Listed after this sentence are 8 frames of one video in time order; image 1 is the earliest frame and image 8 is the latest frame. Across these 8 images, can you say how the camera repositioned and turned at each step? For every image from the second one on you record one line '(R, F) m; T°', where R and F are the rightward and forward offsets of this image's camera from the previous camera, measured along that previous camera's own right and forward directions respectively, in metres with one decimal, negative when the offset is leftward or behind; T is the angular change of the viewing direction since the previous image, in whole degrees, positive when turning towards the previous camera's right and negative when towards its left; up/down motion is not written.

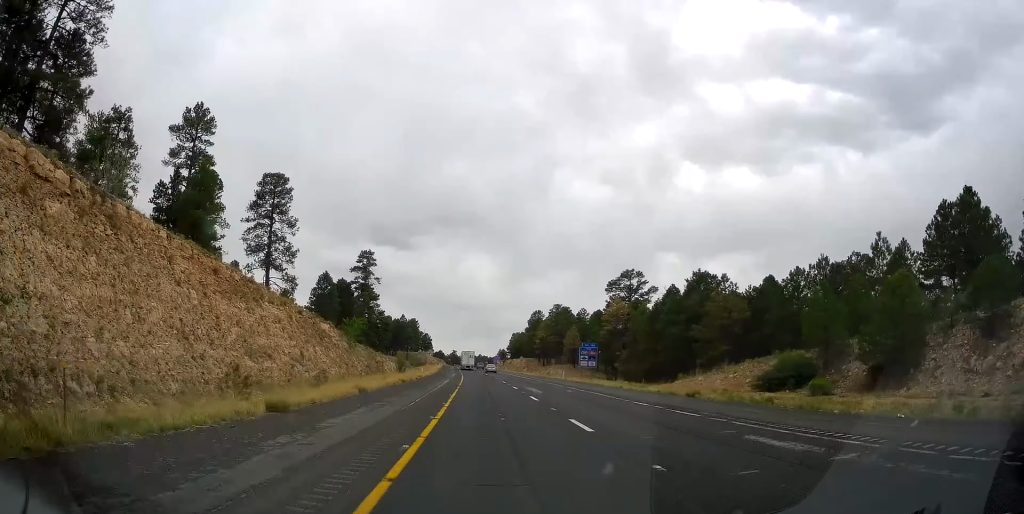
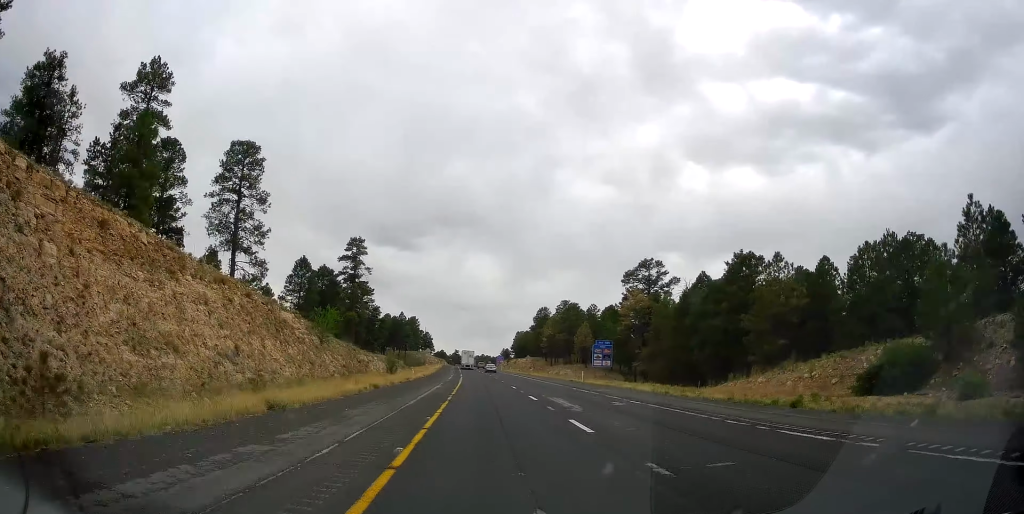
(-0.3, +12.5) m; 0°
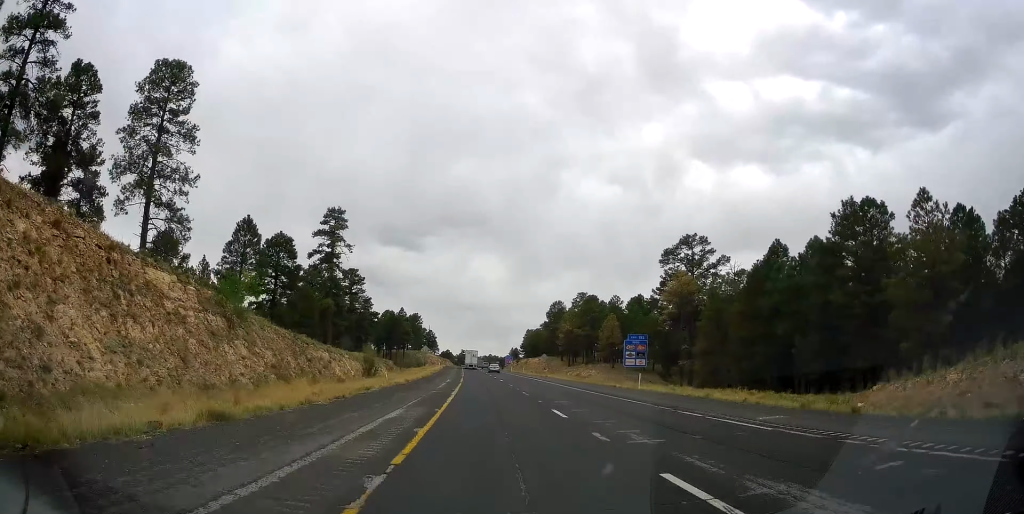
(+0.3, +20.8) m; 0°
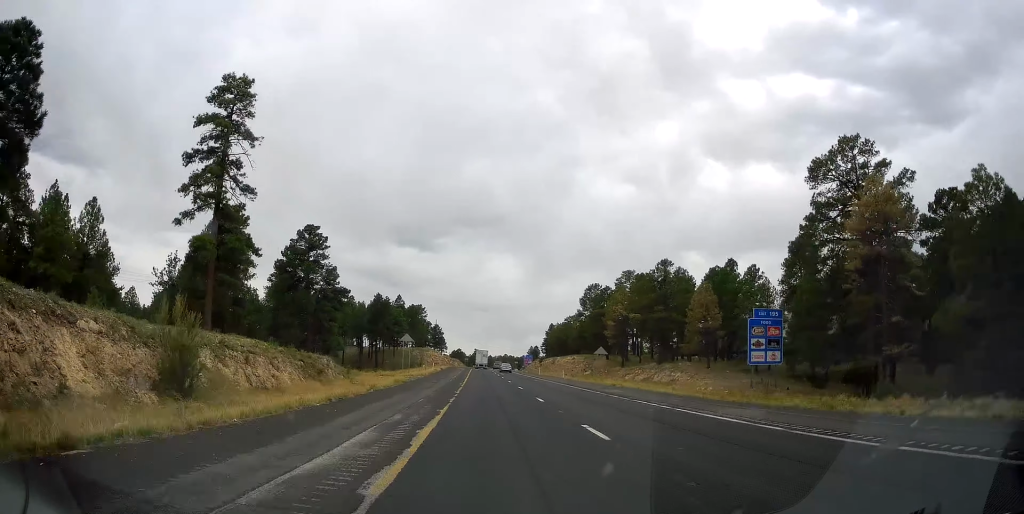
(-0.8, +42.5) m; -2°
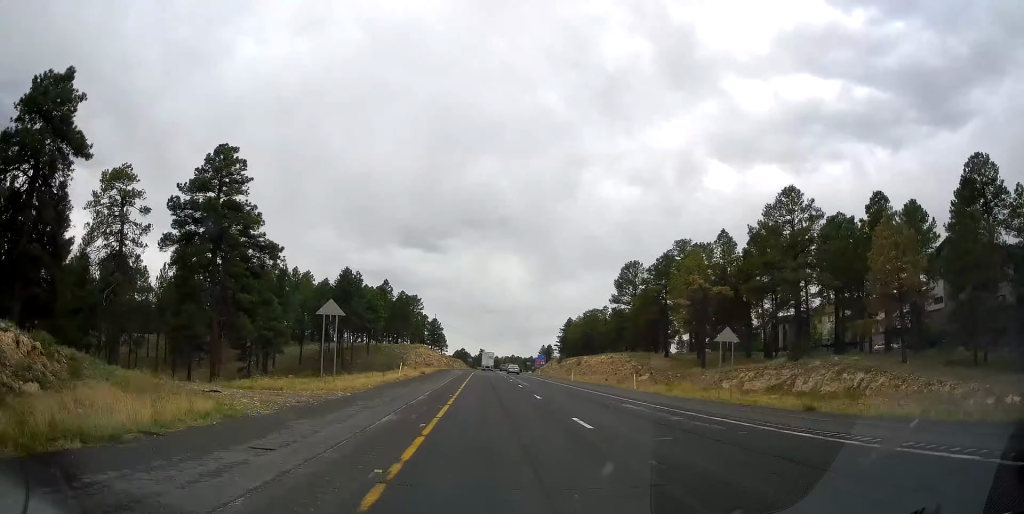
(0.0, +35.1) m; 0°
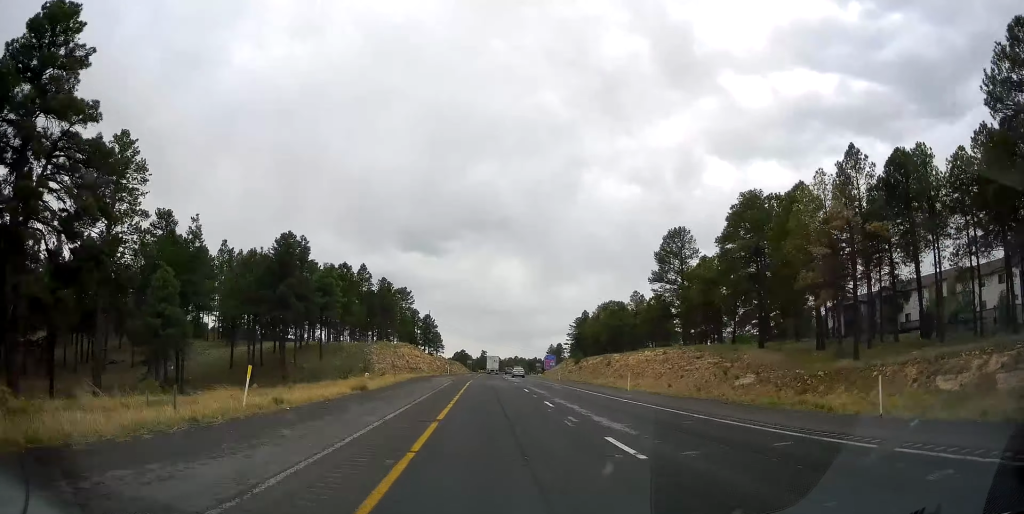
(0.0, +28.8) m; -1°
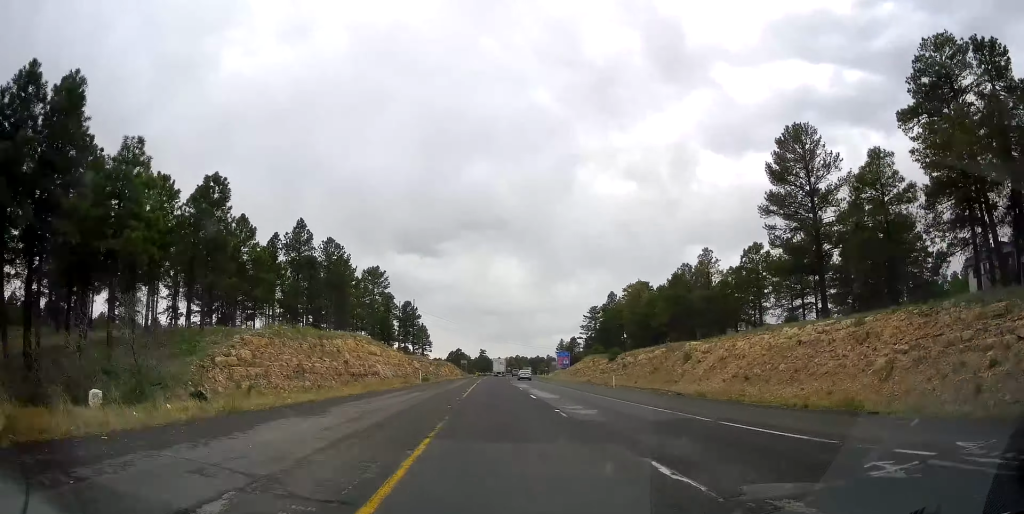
(-0.7, +39.9) m; 0°
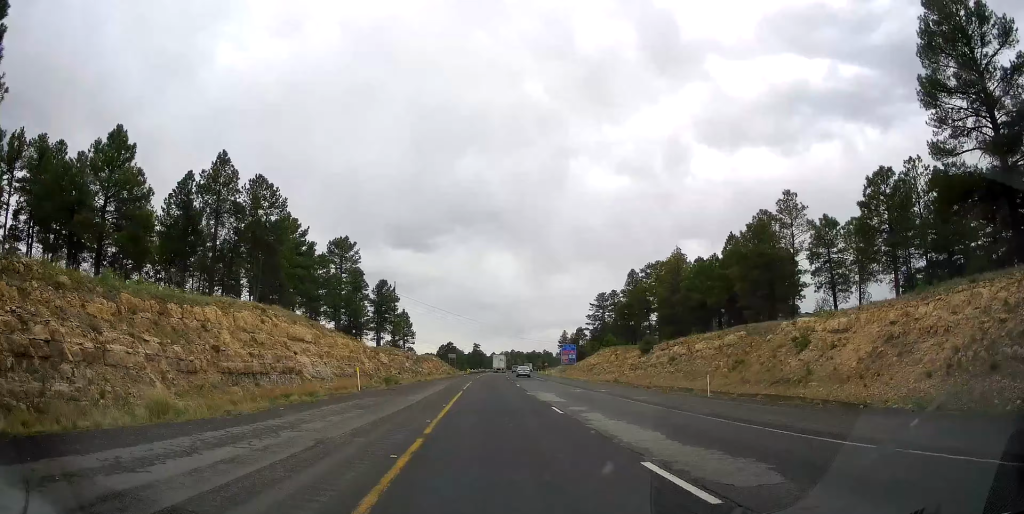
(+0.1, +24.6) m; +1°
